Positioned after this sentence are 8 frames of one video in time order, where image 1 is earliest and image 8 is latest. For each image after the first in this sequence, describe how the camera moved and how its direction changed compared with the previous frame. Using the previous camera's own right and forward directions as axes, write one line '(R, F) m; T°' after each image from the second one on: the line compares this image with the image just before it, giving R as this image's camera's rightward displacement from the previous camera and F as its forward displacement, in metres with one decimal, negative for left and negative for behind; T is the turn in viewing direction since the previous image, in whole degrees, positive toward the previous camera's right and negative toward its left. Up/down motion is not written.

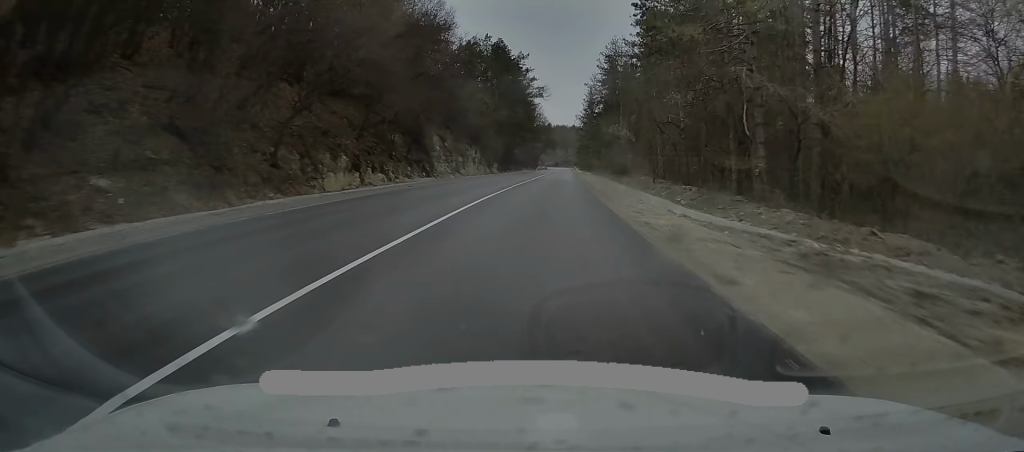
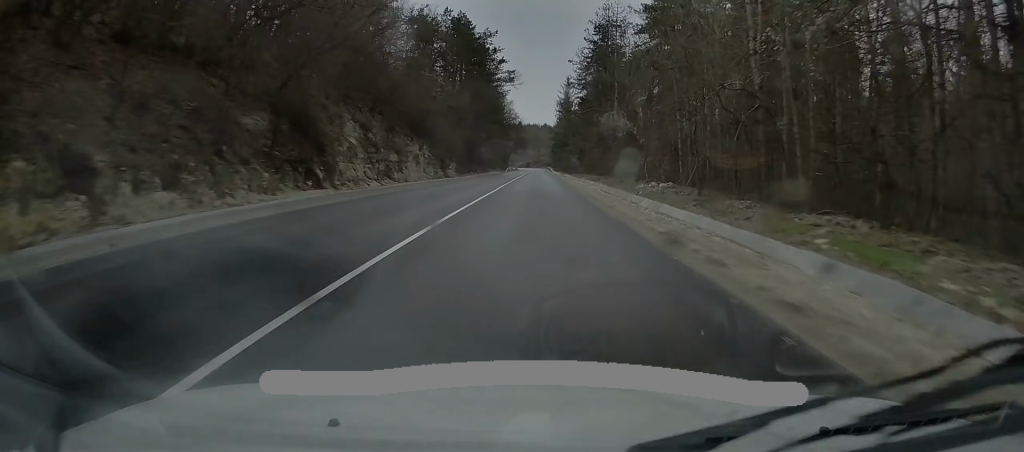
(+0.3, +20.4) m; +2°
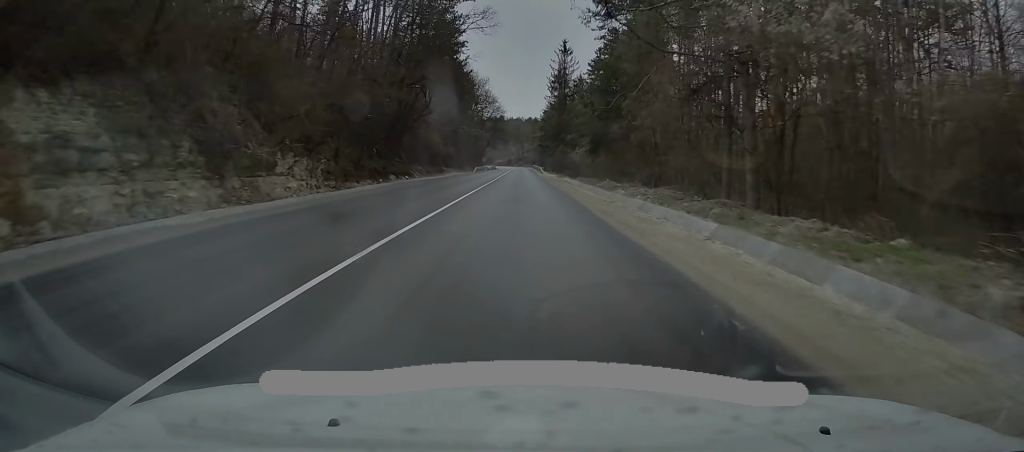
(+1.6, +45.1) m; +3°
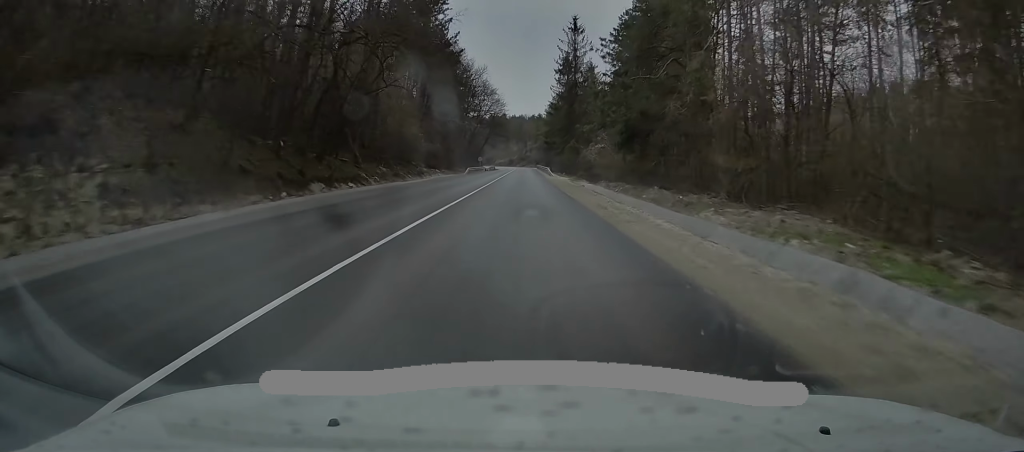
(+0.1, +18.1) m; 0°
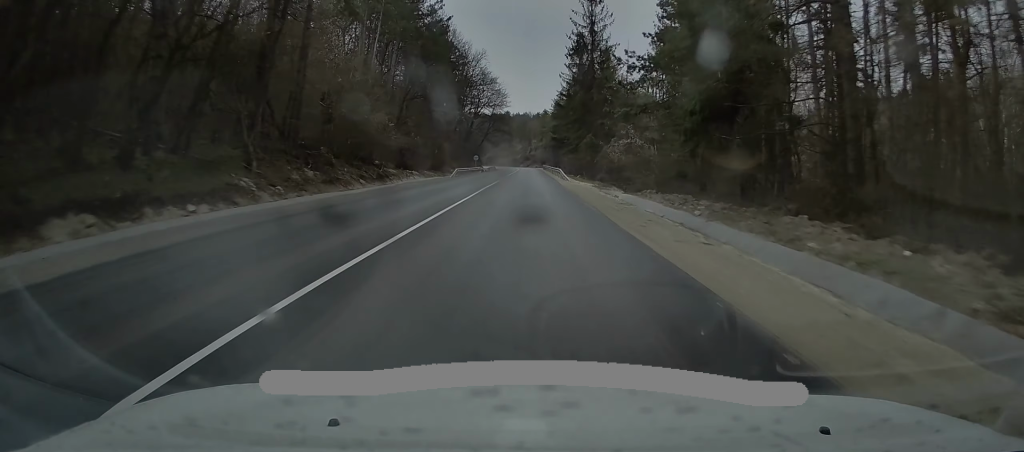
(+0.1, +18.0) m; -1°
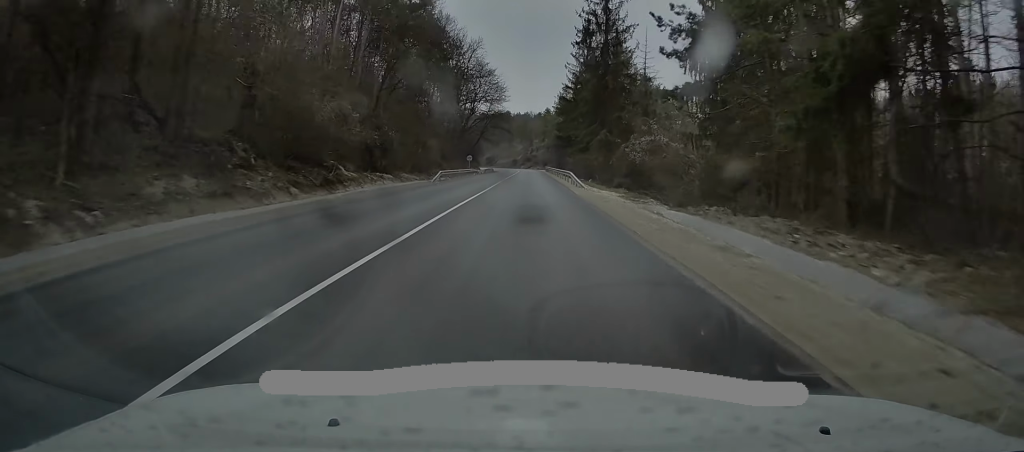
(-0.2, +12.0) m; 0°
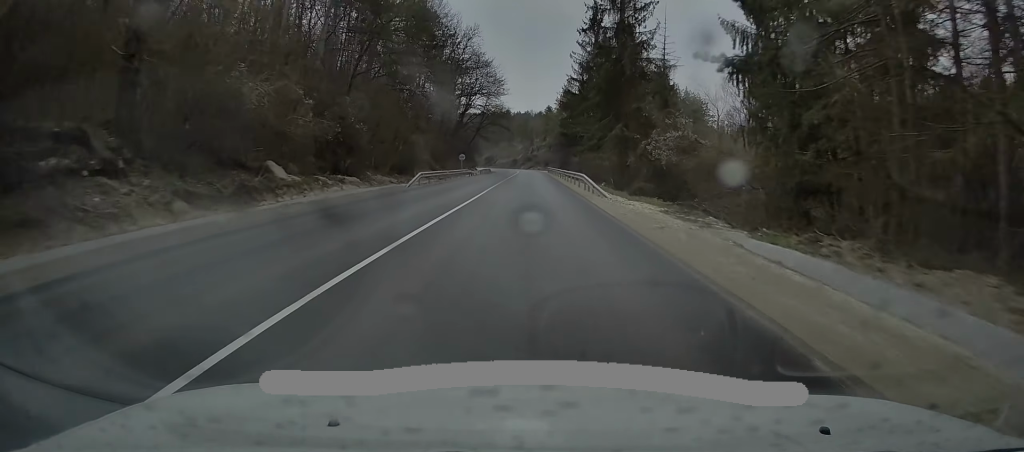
(0.0, +9.6) m; 0°
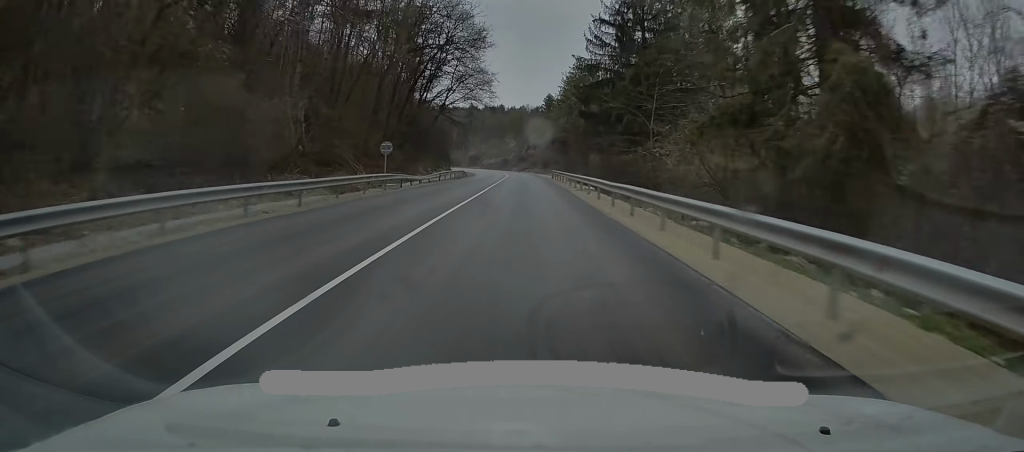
(+0.3, +35.7) m; +1°
